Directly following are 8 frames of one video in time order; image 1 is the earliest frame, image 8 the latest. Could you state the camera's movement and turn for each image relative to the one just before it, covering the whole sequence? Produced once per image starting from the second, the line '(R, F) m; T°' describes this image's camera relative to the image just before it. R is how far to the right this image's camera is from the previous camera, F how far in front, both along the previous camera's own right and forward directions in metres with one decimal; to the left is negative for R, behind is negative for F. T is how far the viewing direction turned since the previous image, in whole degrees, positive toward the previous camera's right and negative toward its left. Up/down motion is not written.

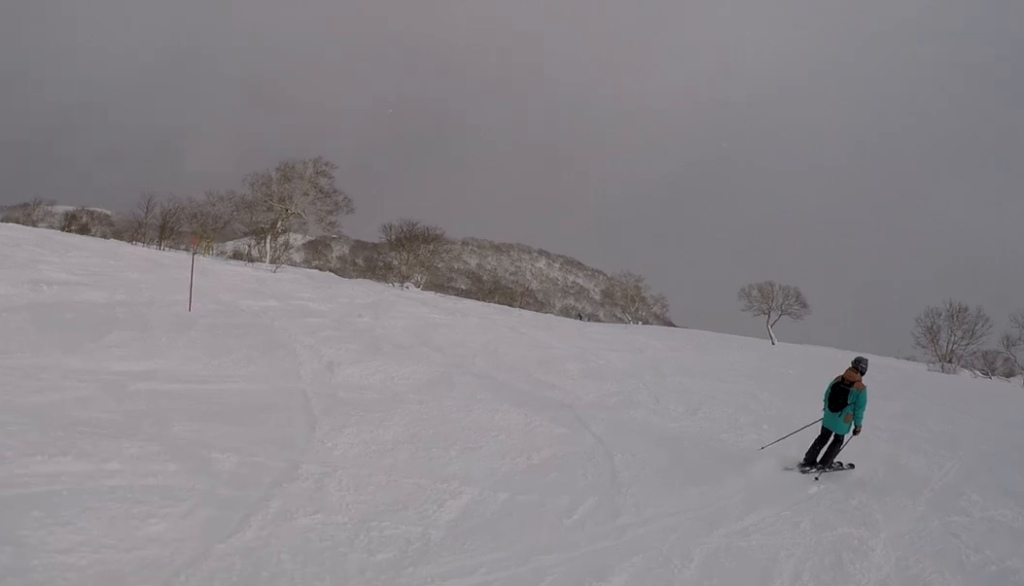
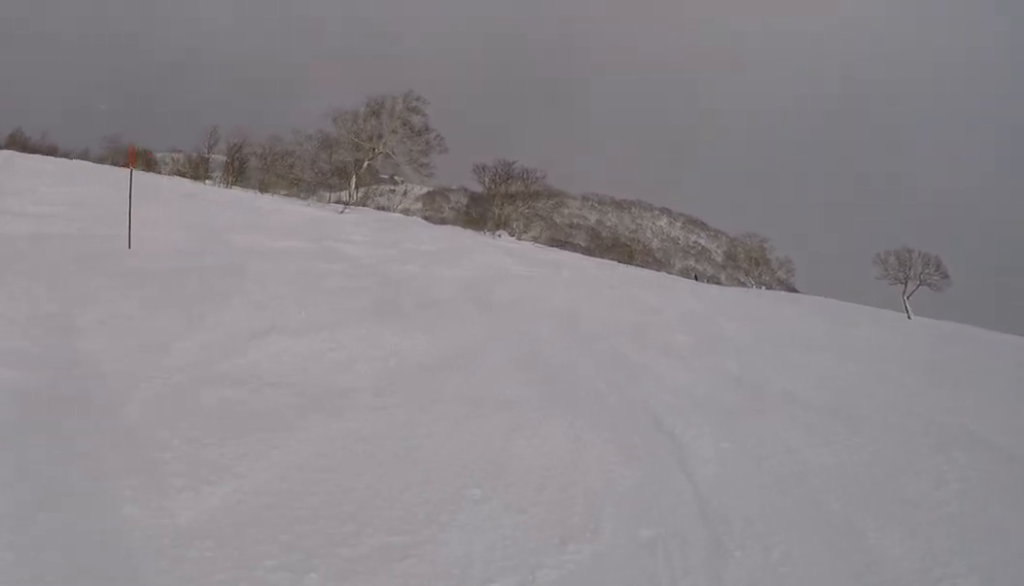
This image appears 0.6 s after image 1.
(-0.9, +4.1) m; -1°
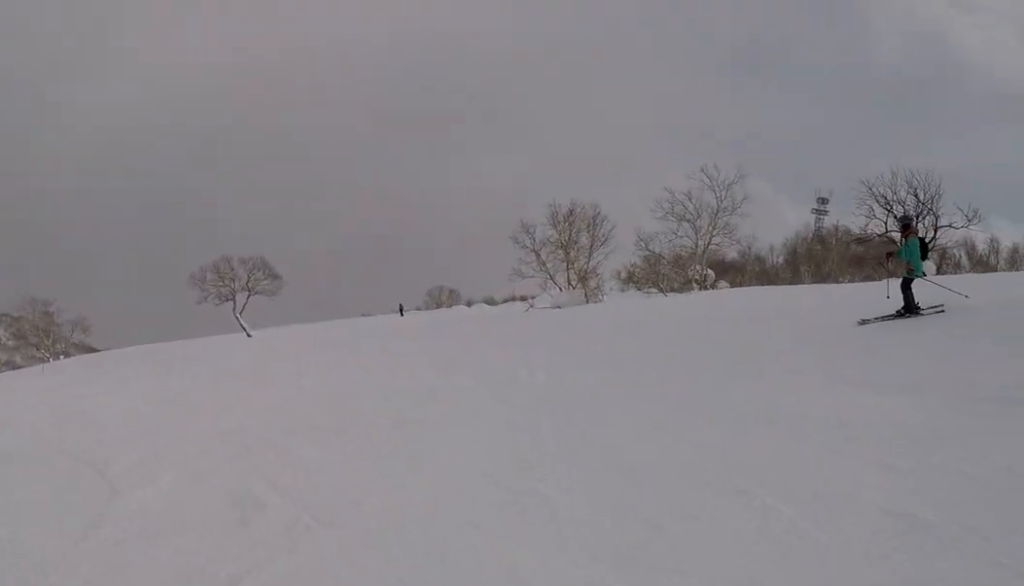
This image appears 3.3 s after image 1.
(+4.8, +17.1) m; +35°
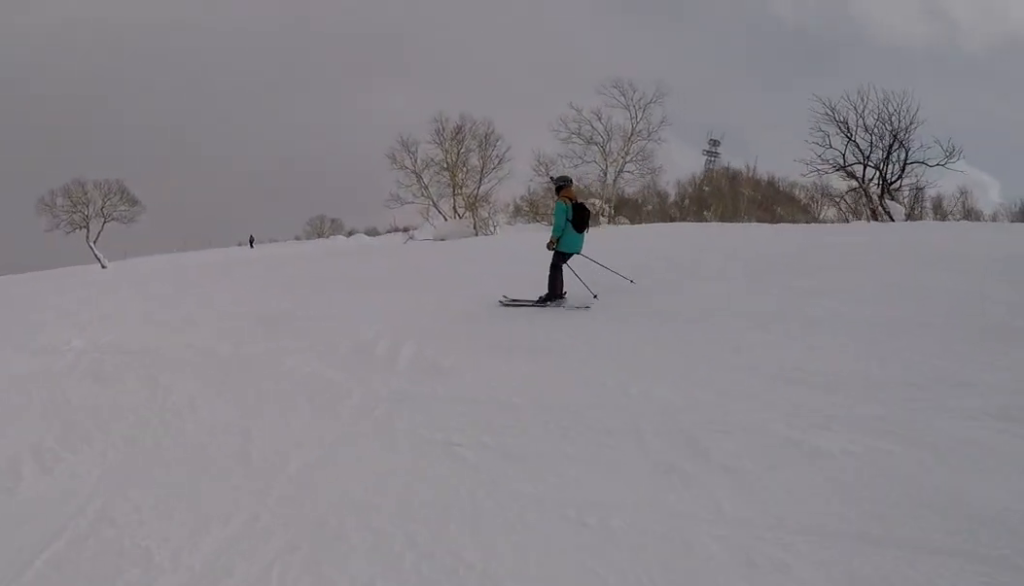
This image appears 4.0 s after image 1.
(+0.5, +4.5) m; +4°
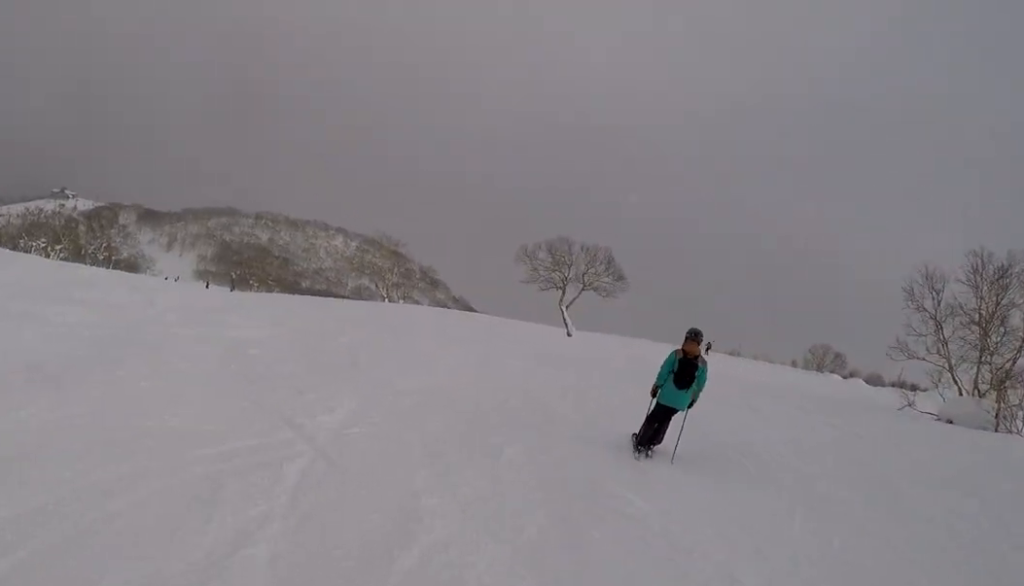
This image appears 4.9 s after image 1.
(-0.1, +4.9) m; -13°
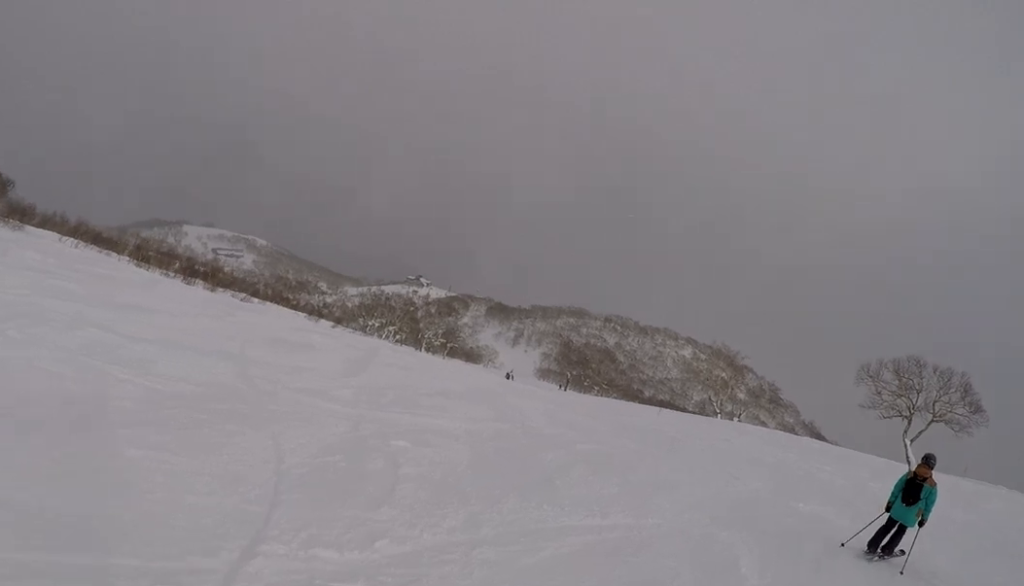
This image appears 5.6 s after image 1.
(-0.9, +4.6) m; -6°
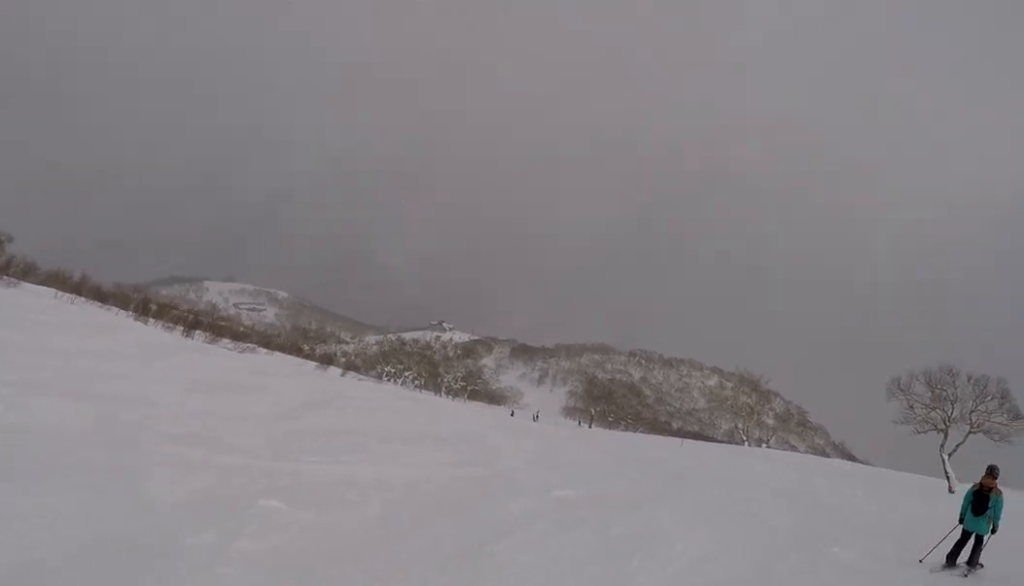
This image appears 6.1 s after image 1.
(-0.2, +3.0) m; -1°
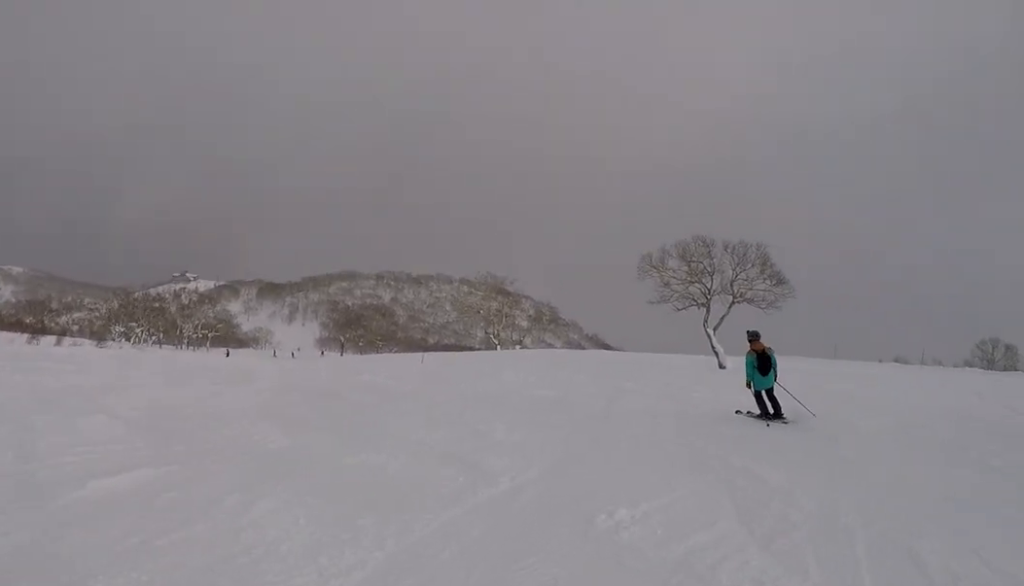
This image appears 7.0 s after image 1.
(+0.3, +5.0) m; +2°
